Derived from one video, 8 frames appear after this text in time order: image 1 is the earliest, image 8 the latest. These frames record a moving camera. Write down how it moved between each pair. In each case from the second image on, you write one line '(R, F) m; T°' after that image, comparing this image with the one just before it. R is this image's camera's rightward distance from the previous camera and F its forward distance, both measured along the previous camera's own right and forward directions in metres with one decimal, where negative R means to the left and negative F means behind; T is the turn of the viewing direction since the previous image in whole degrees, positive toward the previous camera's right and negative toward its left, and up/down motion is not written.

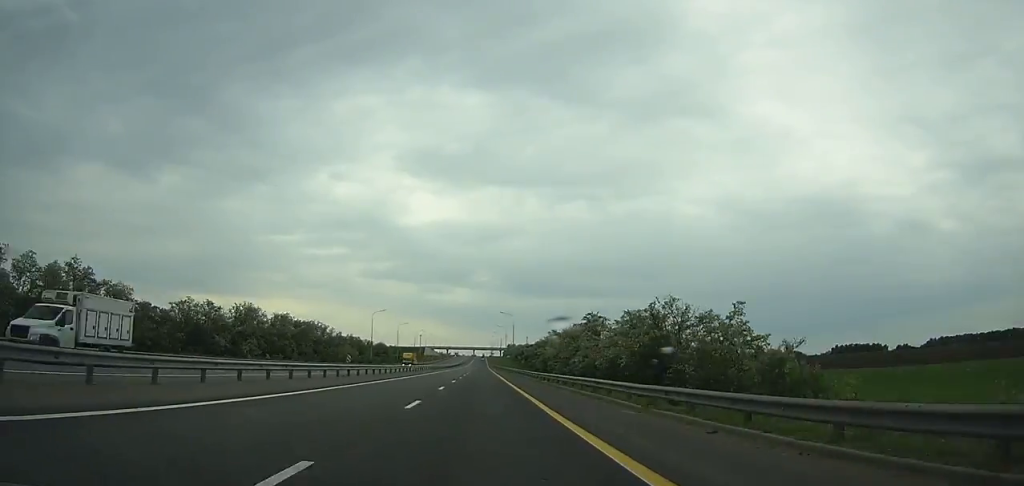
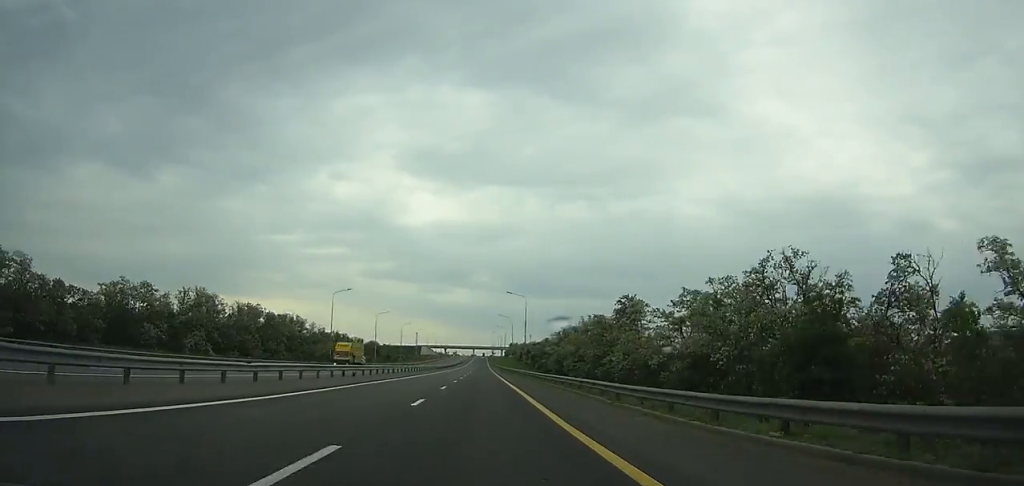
(0.0, +34.3) m; 0°
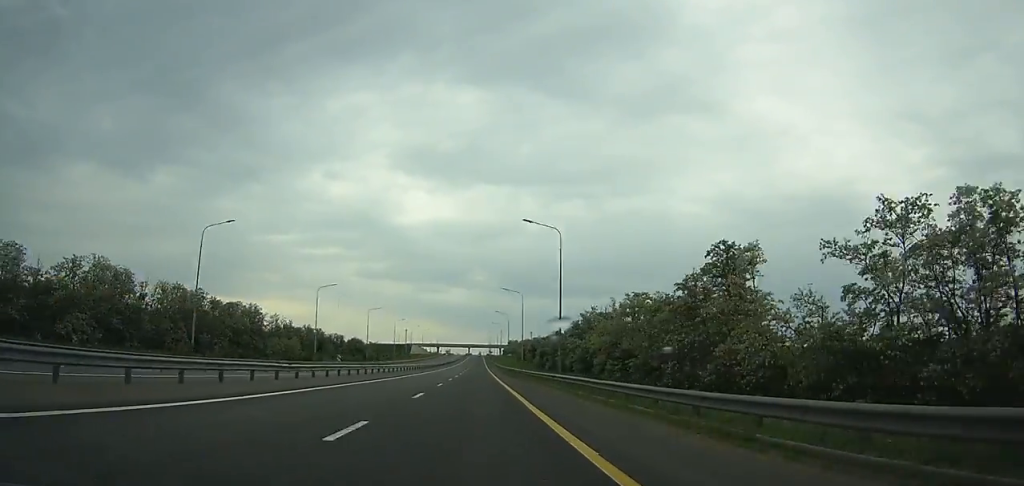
(0.0, +44.2) m; 0°
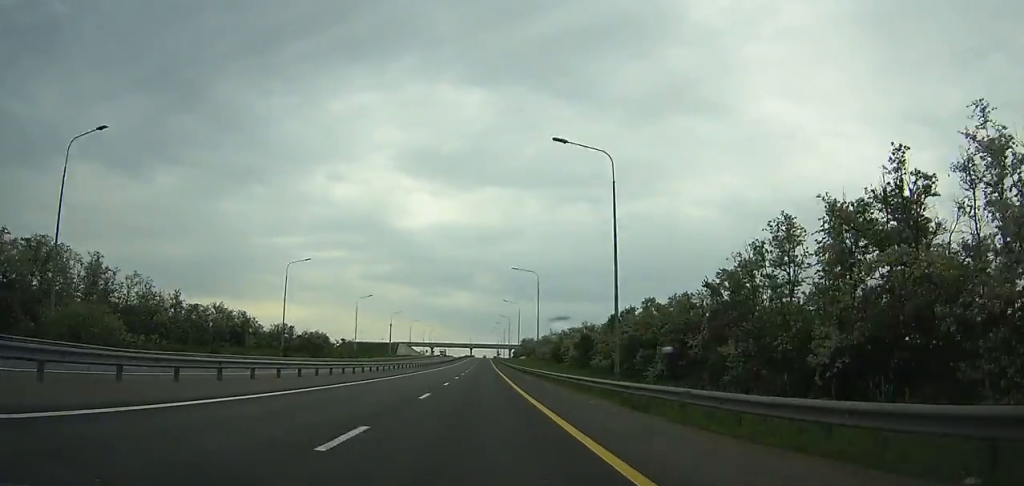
(-0.1, +96.5) m; 0°
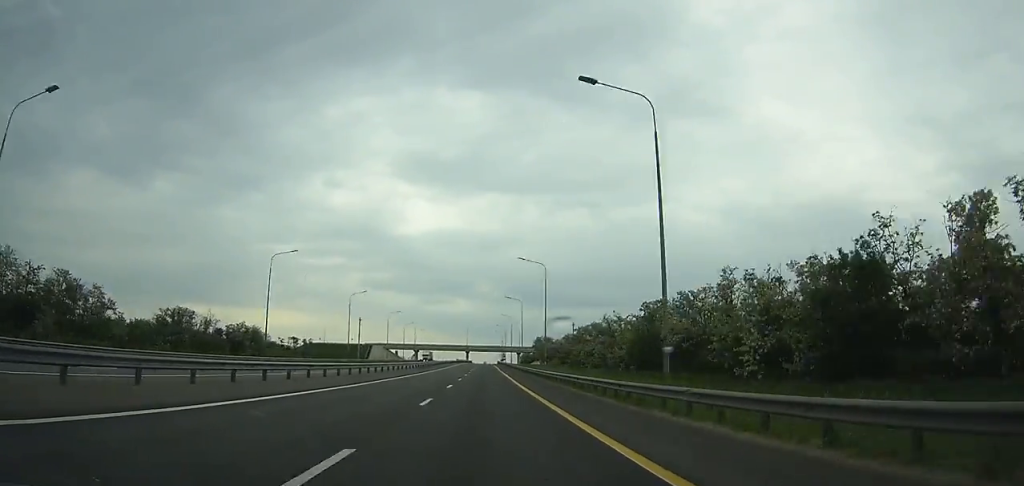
(0.0, +86.5) m; 0°
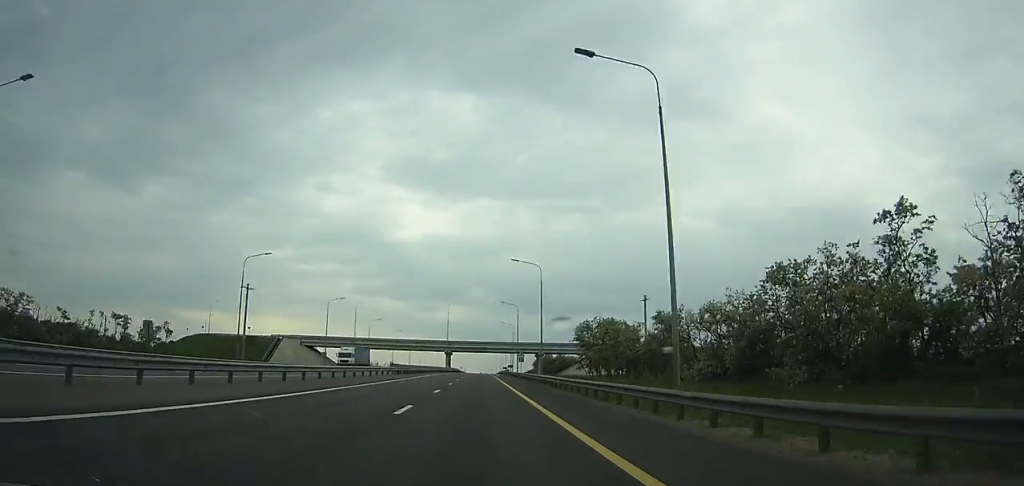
(+0.5, +121.6) m; 0°
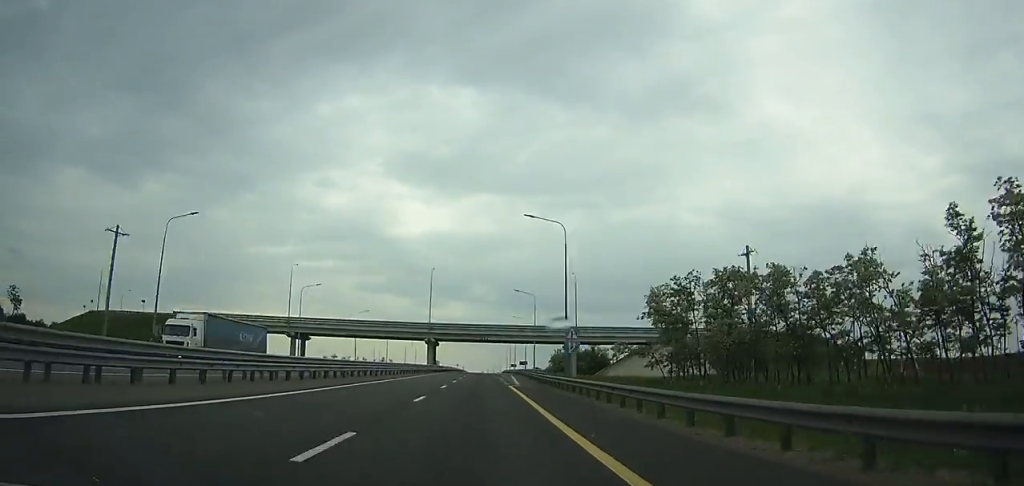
(0.0, +54.8) m; 0°
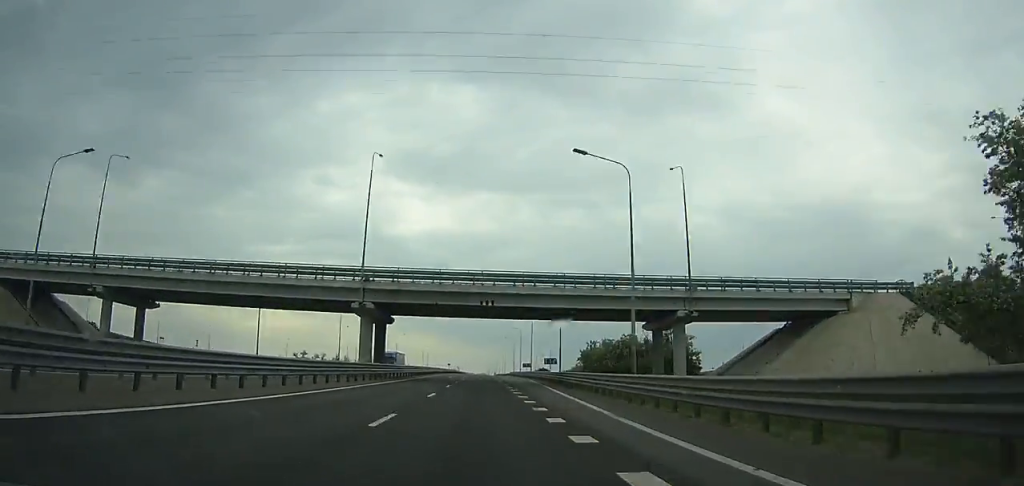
(-0.1, +56.4) m; 0°
